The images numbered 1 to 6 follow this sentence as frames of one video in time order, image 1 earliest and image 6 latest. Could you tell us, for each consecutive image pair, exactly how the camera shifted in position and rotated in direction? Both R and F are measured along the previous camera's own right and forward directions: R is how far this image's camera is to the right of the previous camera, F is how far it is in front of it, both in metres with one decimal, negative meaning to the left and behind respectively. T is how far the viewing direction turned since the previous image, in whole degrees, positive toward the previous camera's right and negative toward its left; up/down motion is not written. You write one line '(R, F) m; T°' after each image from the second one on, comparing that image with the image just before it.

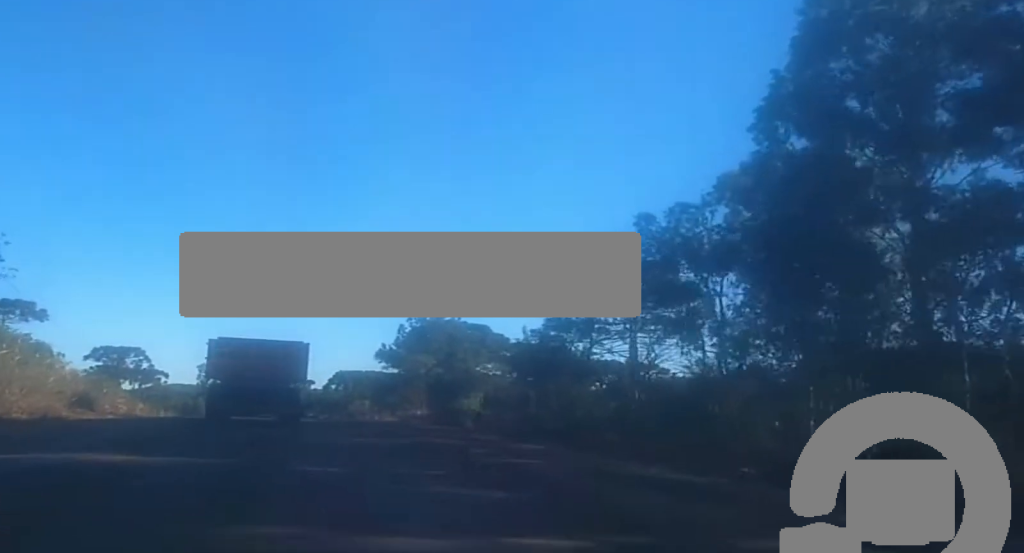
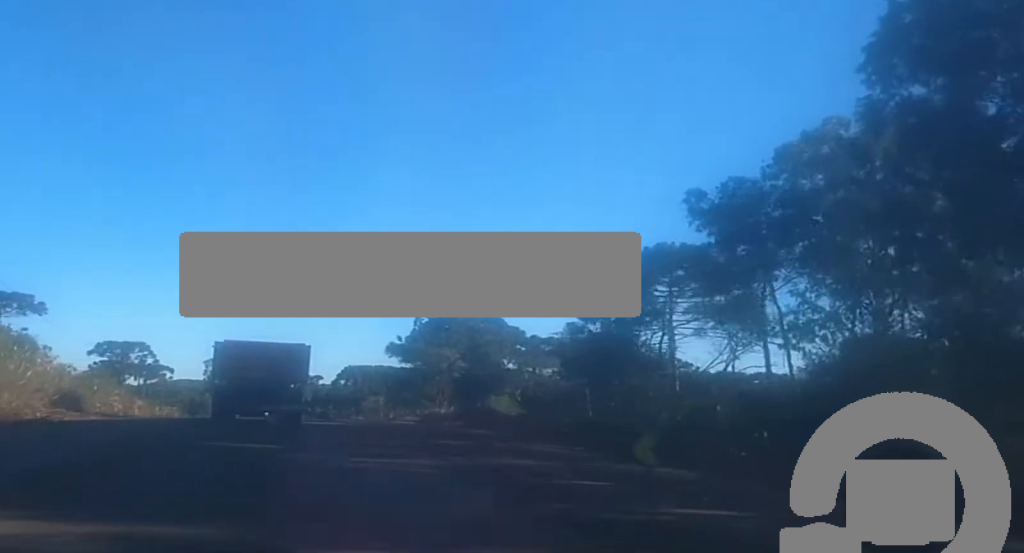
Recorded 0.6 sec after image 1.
(+0.3, +6.7) m; +3°
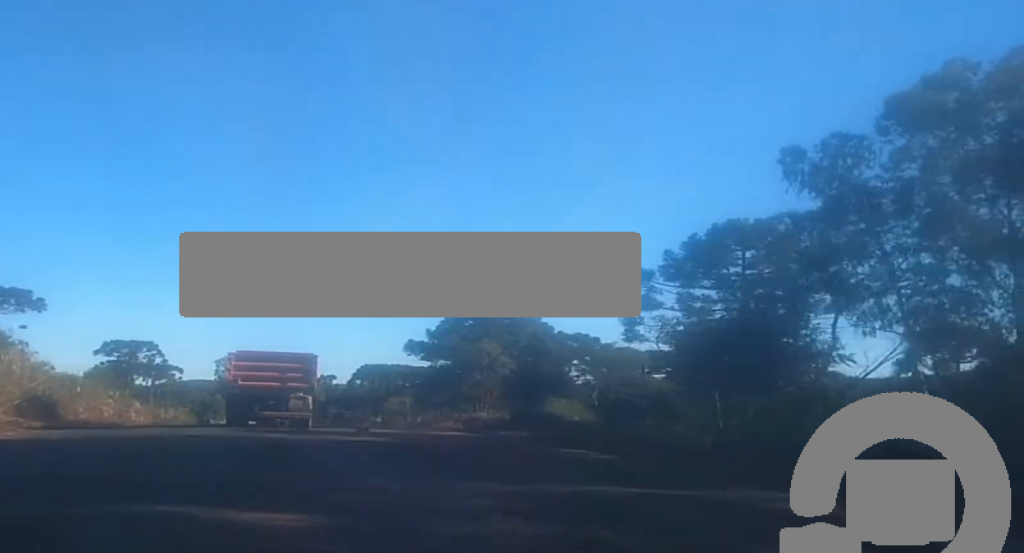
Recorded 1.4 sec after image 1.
(+0.3, +9.1) m; 0°
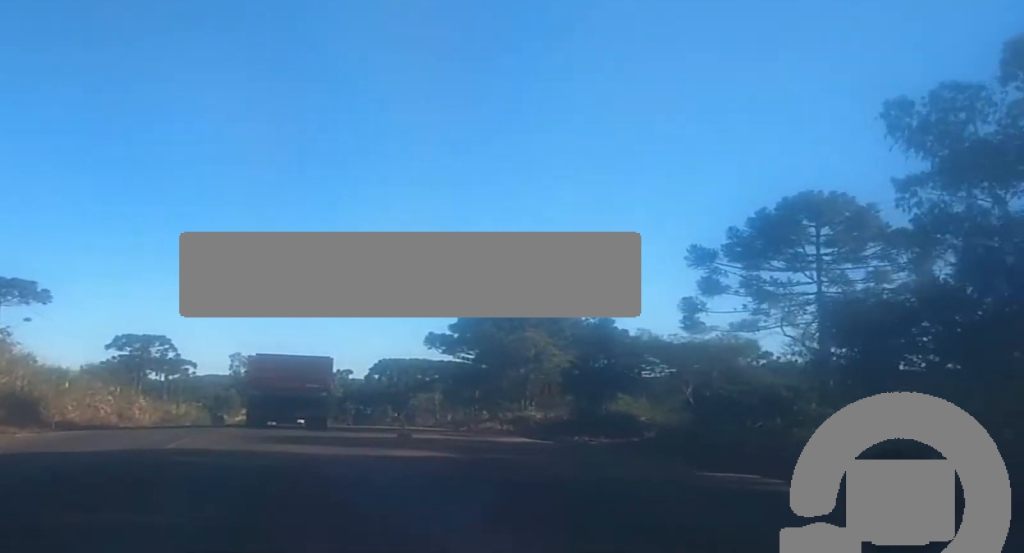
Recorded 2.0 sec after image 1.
(+0.1, +7.2) m; -1°
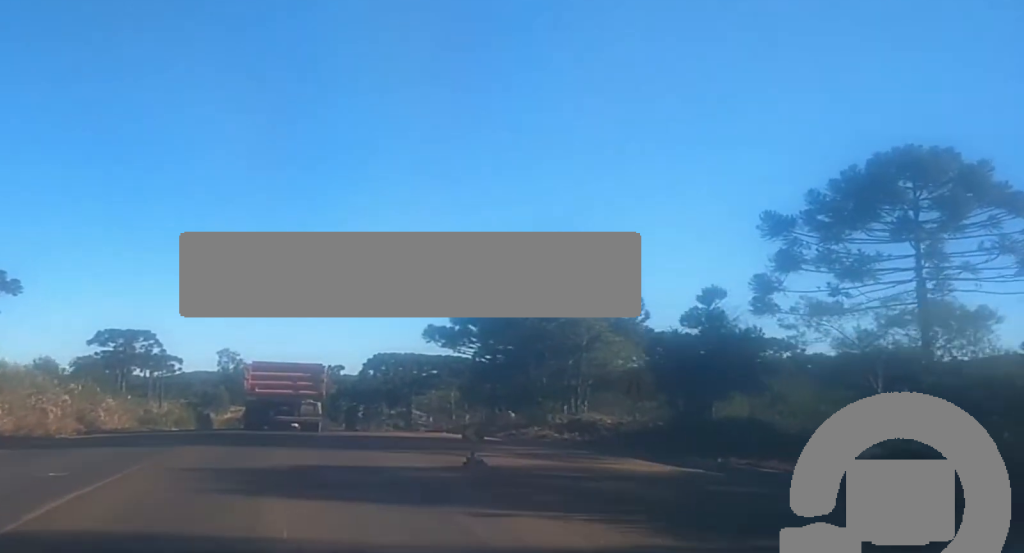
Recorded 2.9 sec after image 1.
(-0.6, +9.7) m; -2°
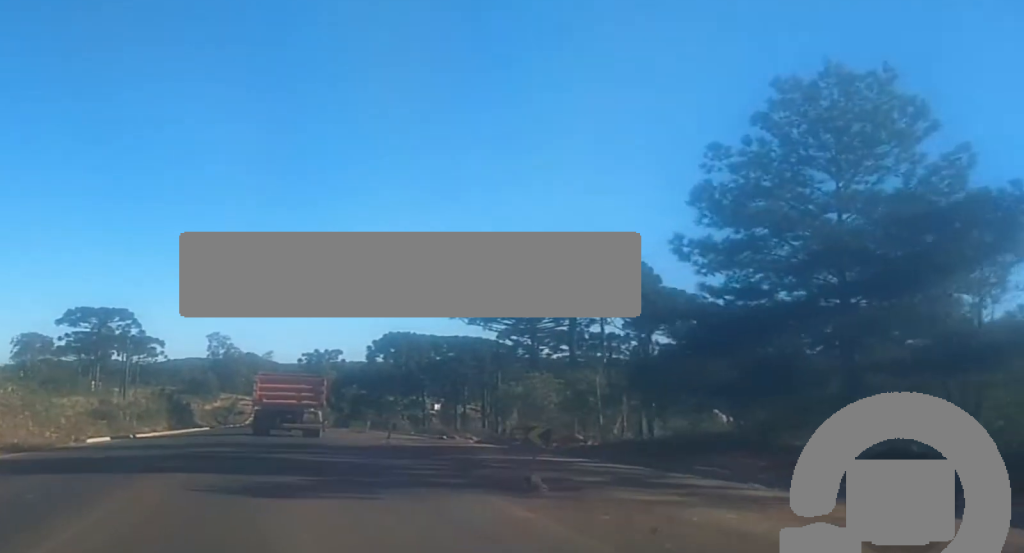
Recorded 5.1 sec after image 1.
(-0.5, +28.5) m; -3°
